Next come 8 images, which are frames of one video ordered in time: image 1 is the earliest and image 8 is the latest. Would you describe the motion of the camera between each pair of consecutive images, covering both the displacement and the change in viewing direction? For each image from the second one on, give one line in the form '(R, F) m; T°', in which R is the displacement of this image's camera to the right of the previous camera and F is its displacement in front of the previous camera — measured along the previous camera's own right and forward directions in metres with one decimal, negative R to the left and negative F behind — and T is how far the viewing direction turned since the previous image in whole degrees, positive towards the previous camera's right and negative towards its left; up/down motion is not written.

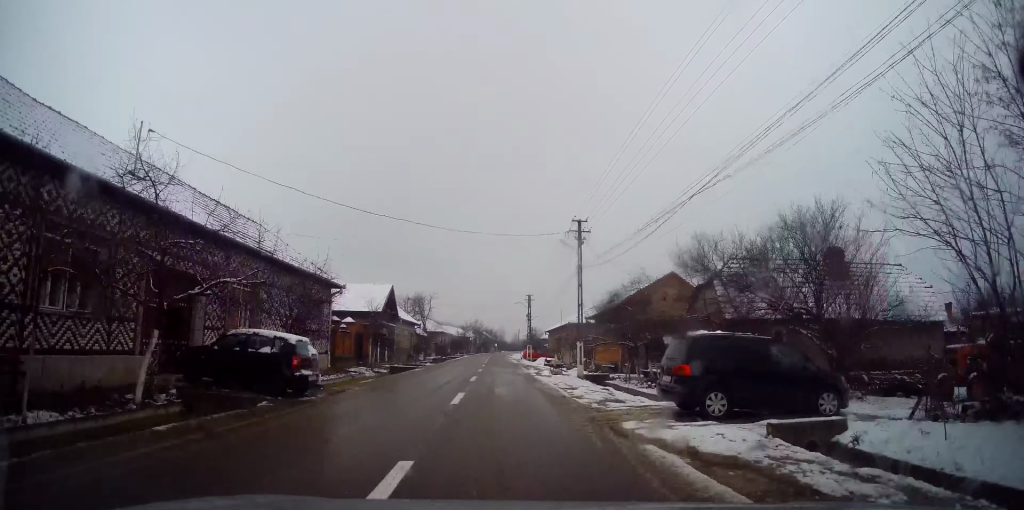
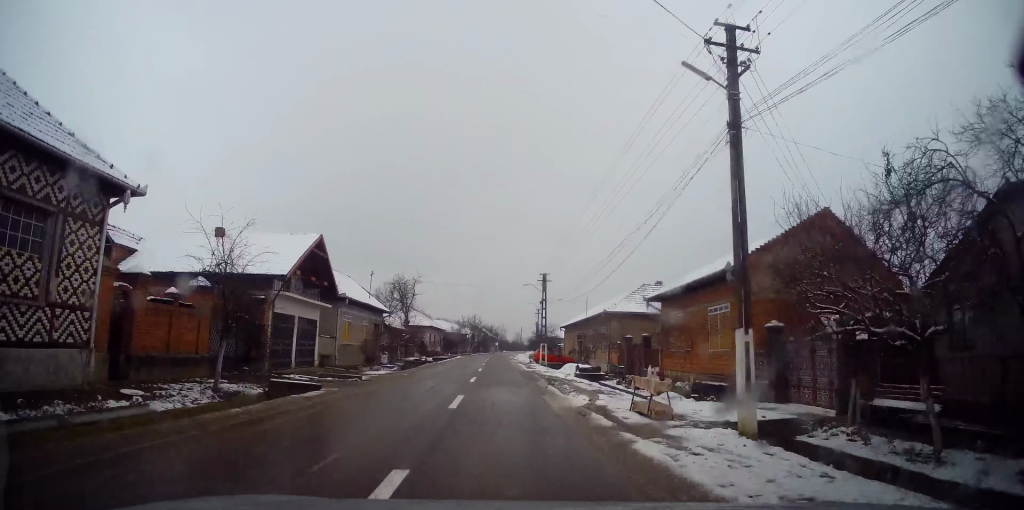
(+0.2, +18.1) m; 0°
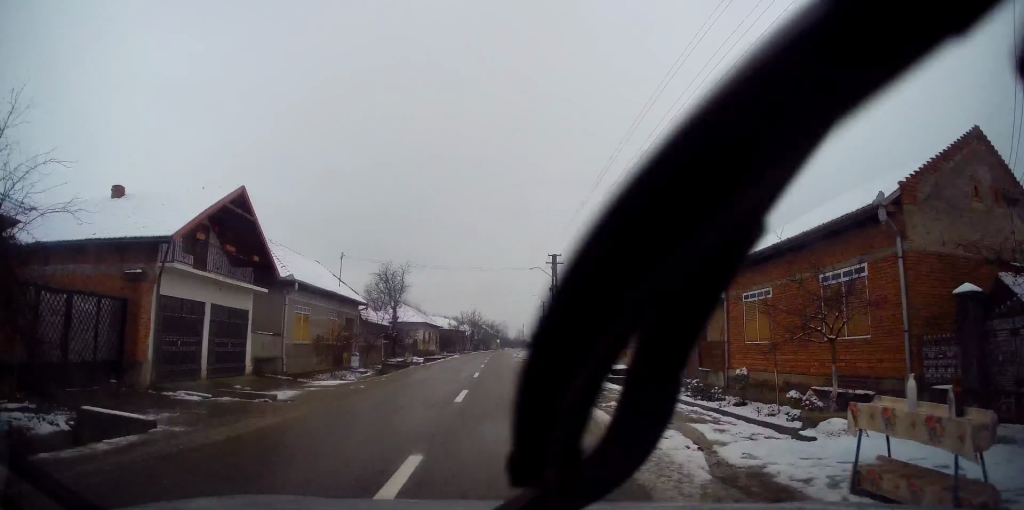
(0.0, +7.9) m; -1°
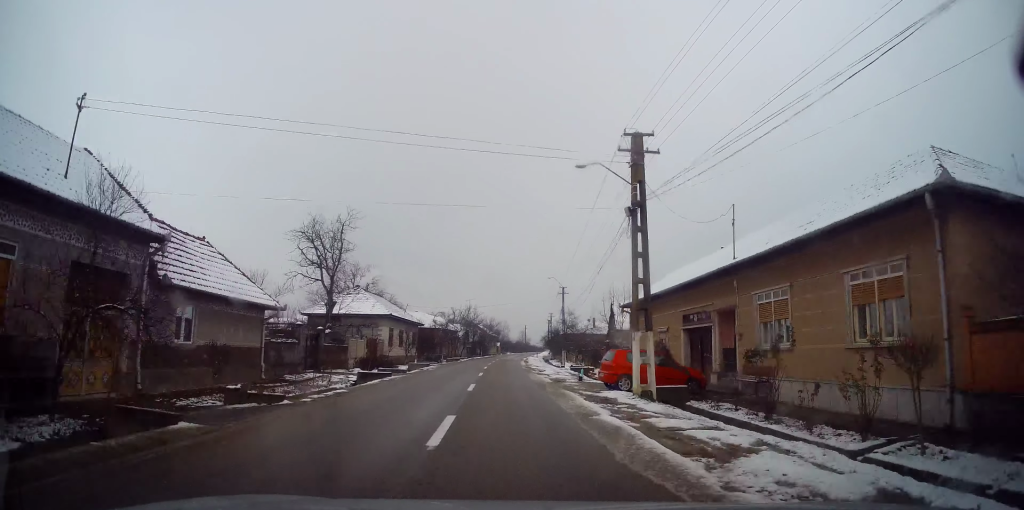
(-0.2, +22.8) m; 0°
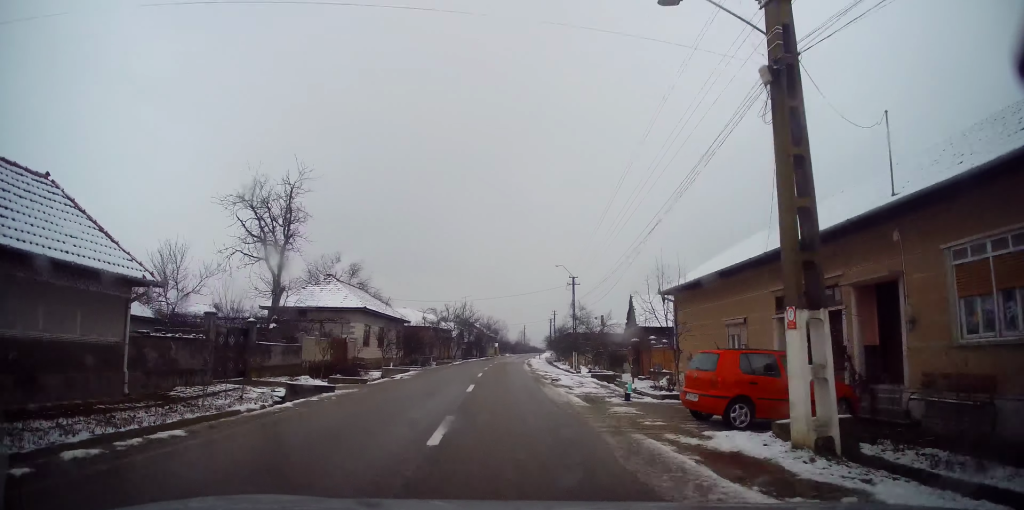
(+0.1, +8.7) m; +1°
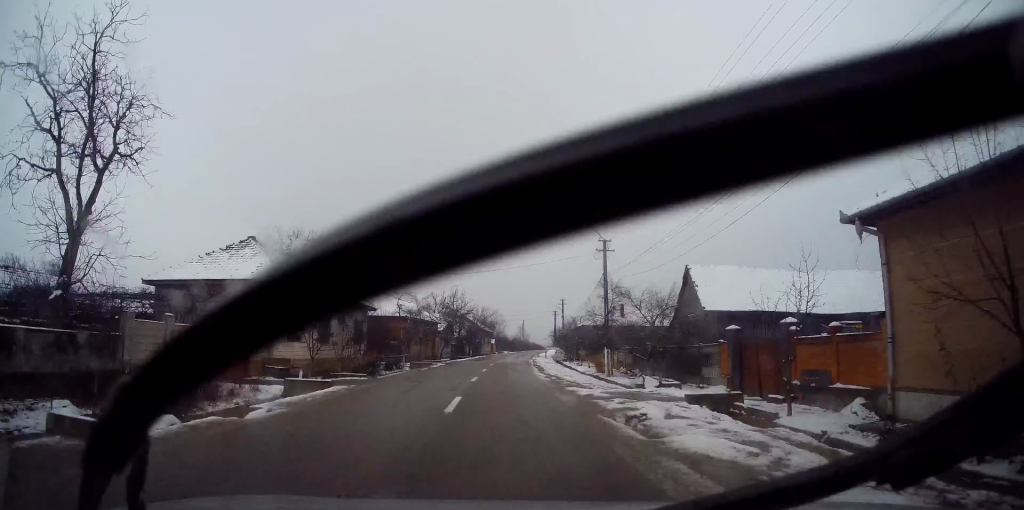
(+0.1, +14.5) m; 0°
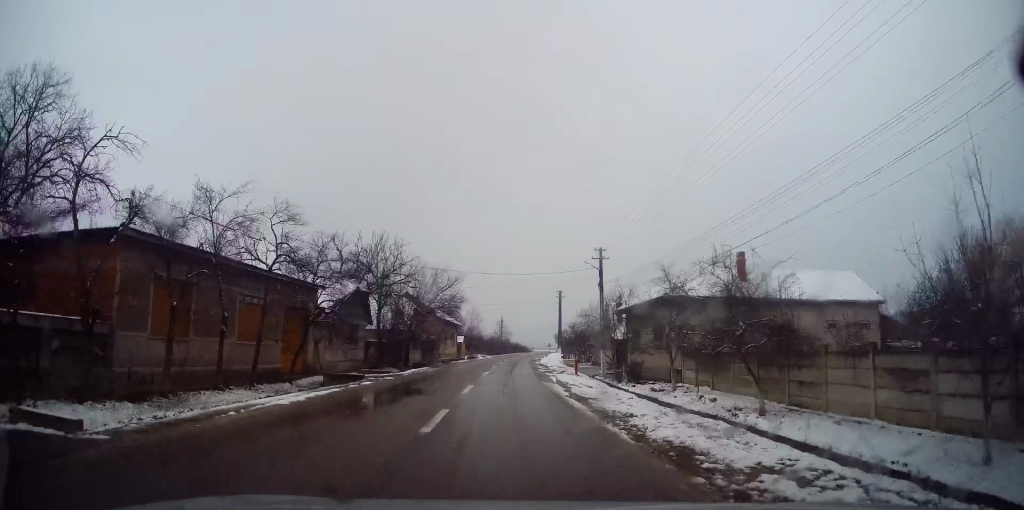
(+0.3, +37.2) m; +3°
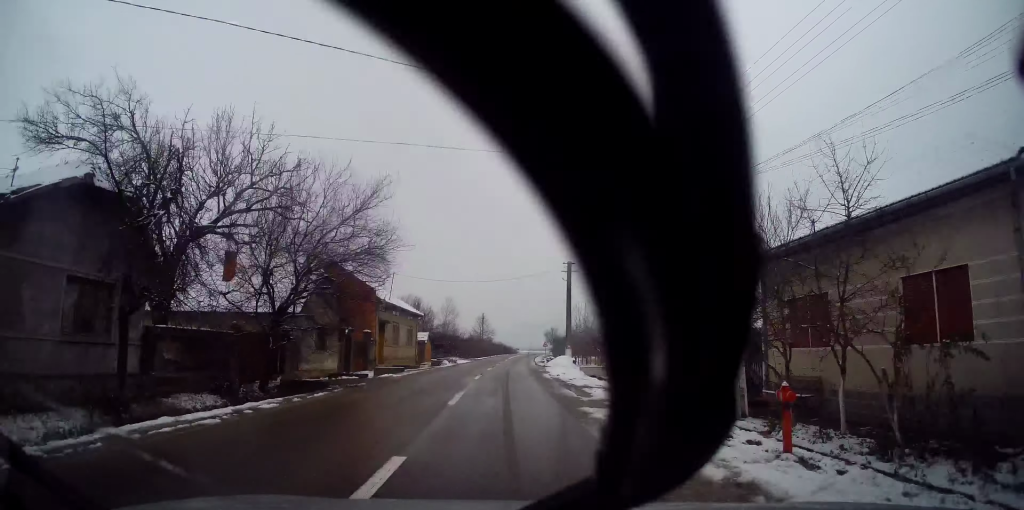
(+0.5, +21.0) m; +2°
